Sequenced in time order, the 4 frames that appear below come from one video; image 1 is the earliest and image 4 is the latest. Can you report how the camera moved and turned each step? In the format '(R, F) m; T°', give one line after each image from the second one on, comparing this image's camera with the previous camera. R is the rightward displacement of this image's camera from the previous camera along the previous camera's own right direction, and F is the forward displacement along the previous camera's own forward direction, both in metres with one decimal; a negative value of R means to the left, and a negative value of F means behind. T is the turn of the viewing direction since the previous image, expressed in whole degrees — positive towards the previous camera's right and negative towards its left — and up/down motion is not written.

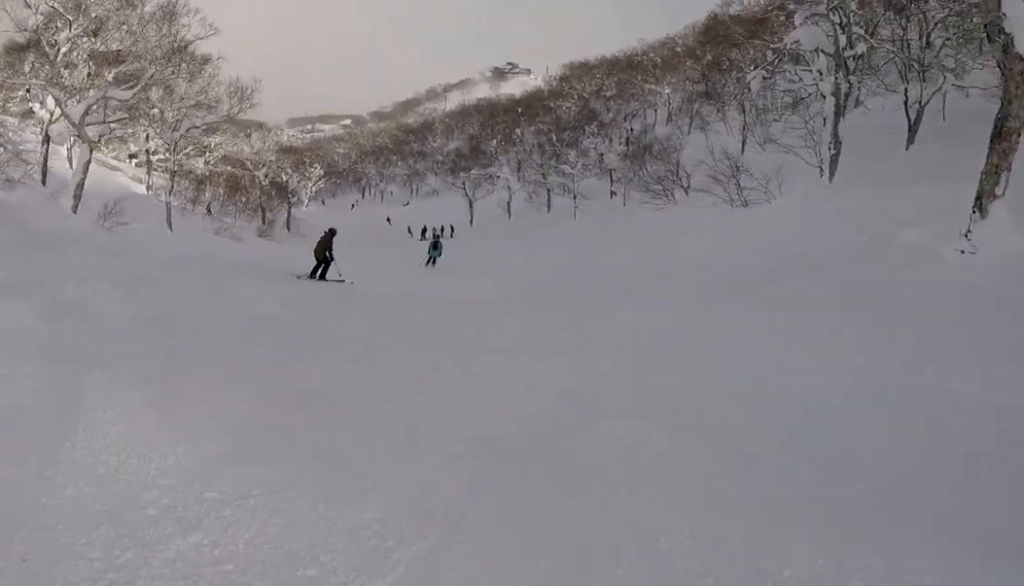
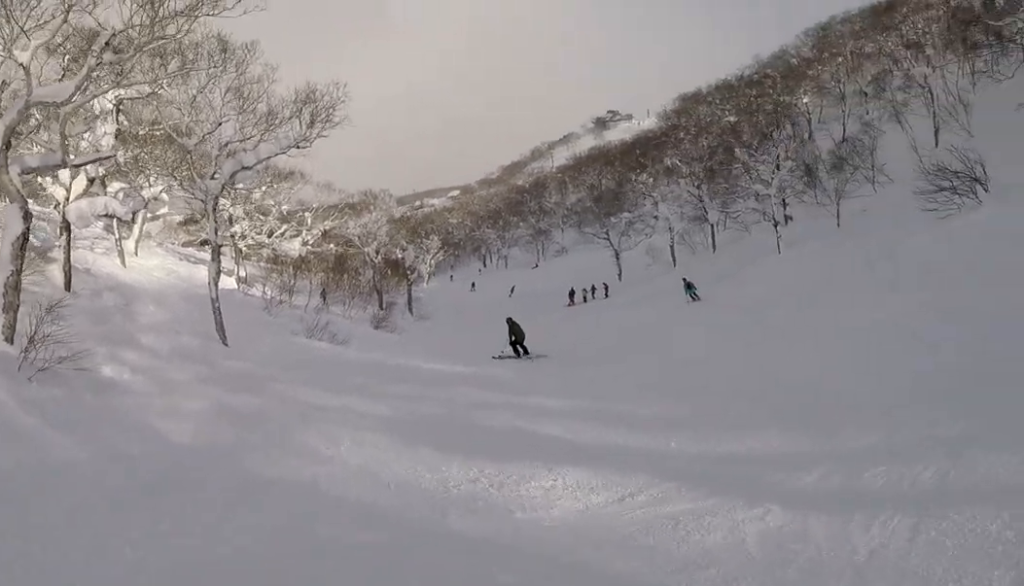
(-3.9, +13.2) m; -1°
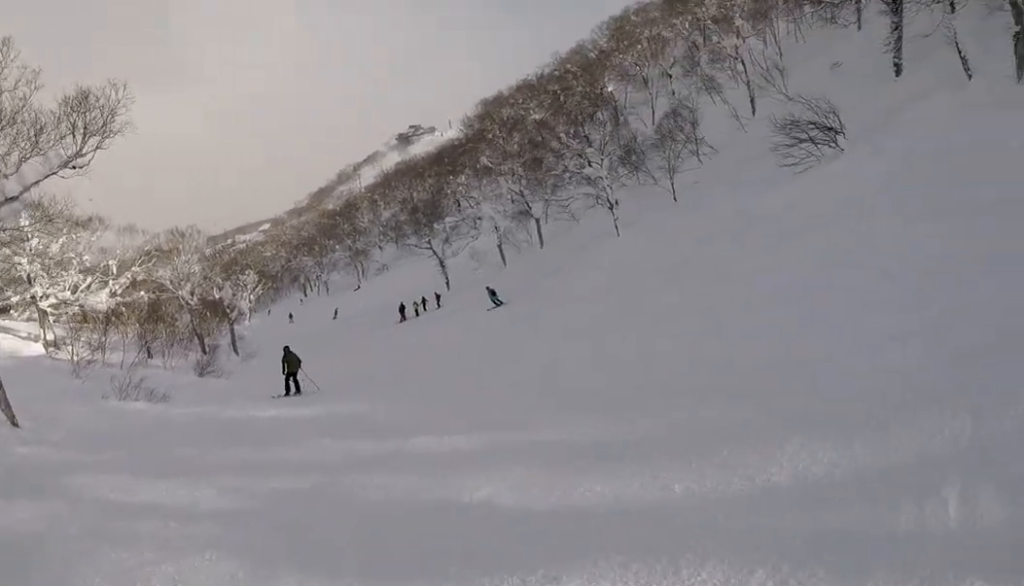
(+0.7, +2.8) m; +12°
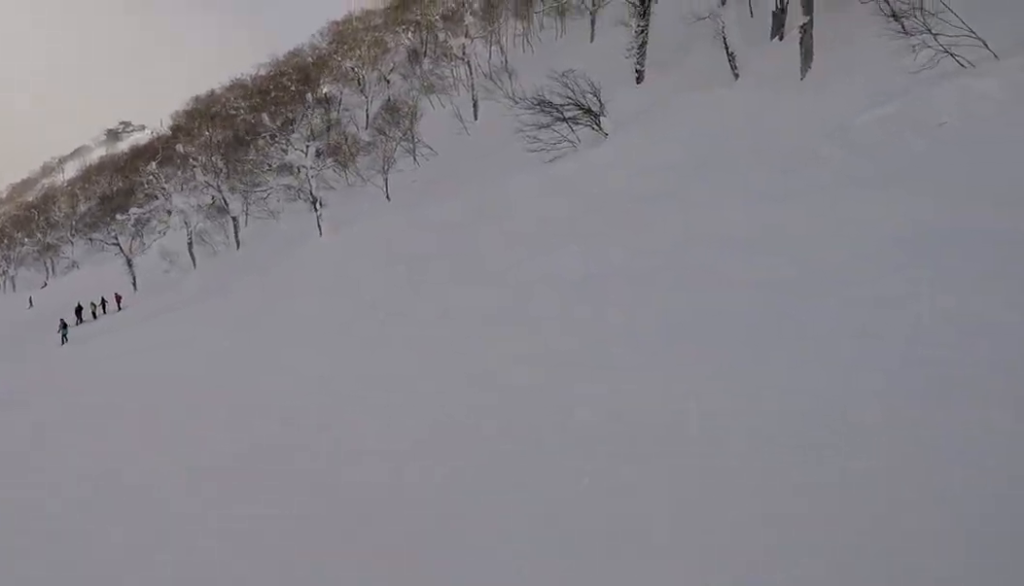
(+1.0, +5.3) m; +8°
